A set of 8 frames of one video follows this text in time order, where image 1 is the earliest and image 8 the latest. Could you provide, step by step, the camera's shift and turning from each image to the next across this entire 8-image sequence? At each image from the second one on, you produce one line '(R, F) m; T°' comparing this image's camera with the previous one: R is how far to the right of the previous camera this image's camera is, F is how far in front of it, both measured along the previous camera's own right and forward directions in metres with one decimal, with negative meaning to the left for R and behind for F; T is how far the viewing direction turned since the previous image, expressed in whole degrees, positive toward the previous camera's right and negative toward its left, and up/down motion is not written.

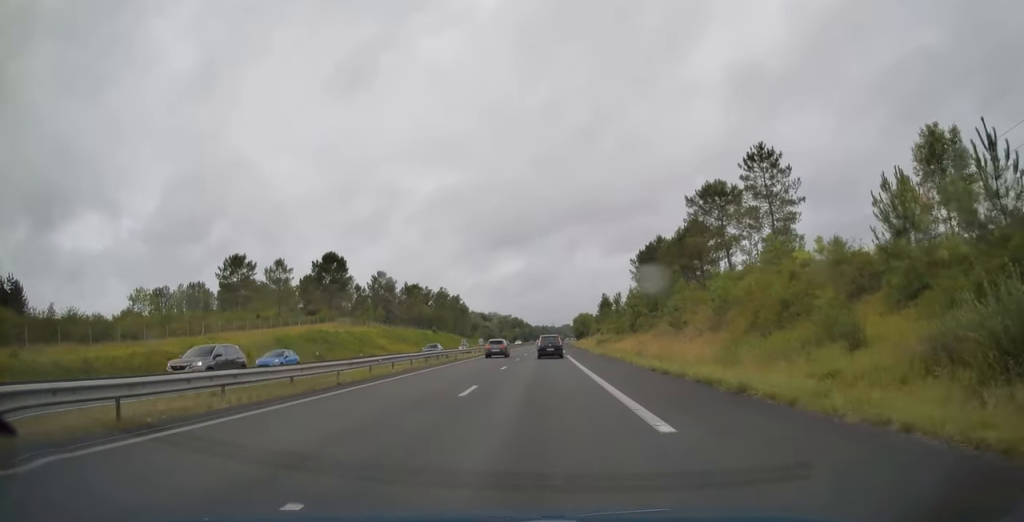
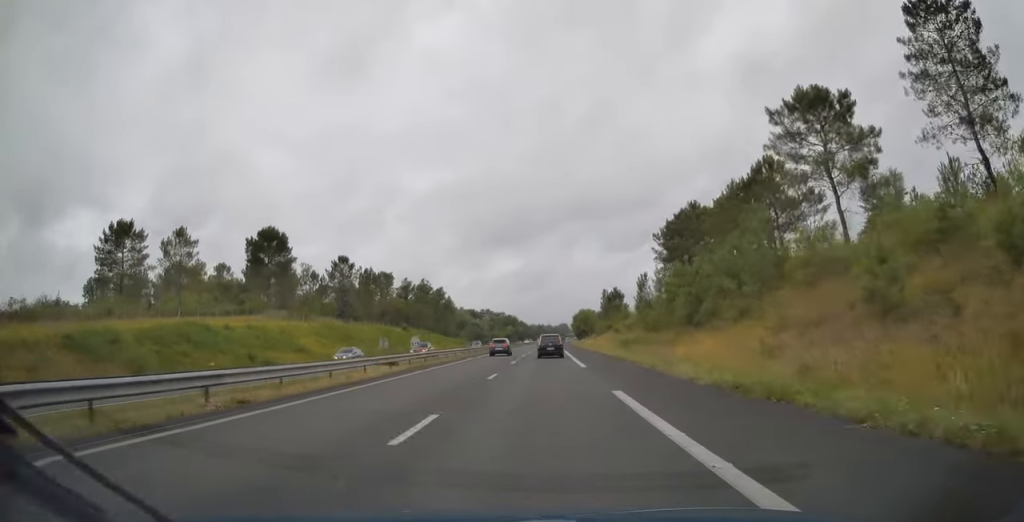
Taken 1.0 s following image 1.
(0.0, +32.8) m; 0°
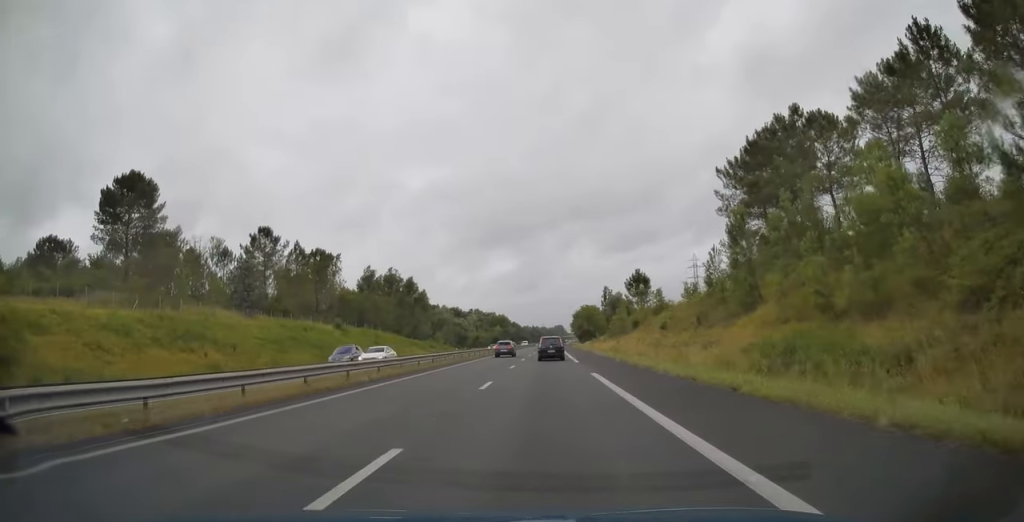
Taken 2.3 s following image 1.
(+0.2, +42.5) m; +1°
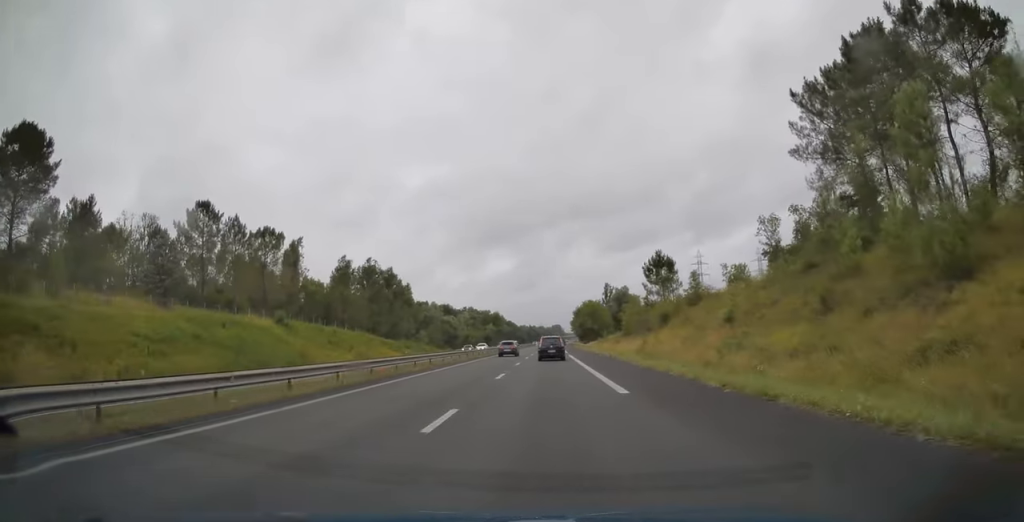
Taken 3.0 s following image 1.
(+0.1, +21.5) m; 0°
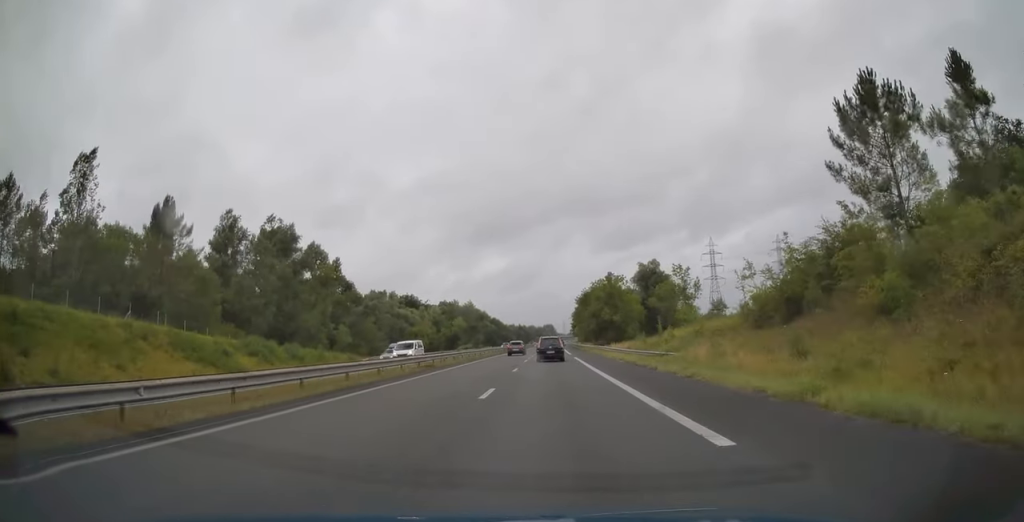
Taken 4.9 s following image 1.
(+0.4, +59.7) m; +1°
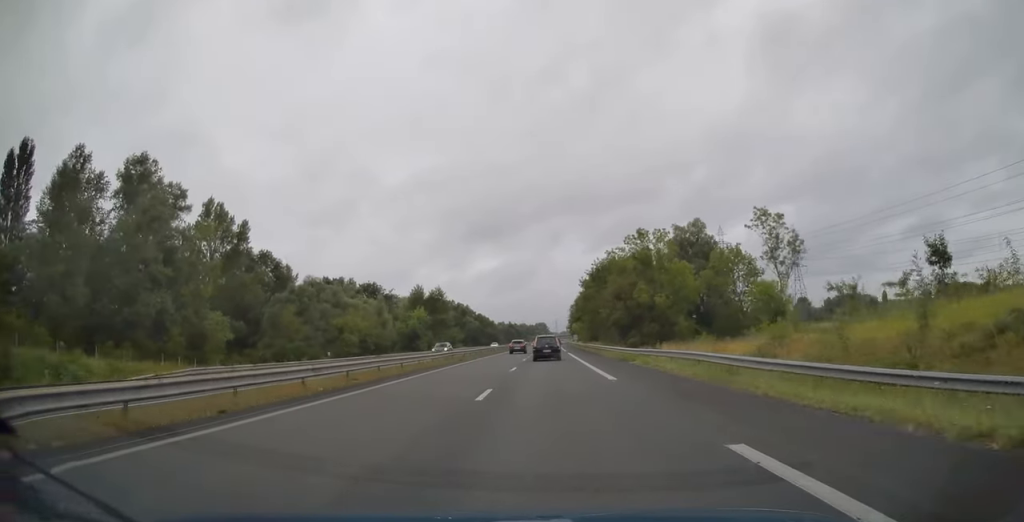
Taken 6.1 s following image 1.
(+0.3, +39.7) m; +1°
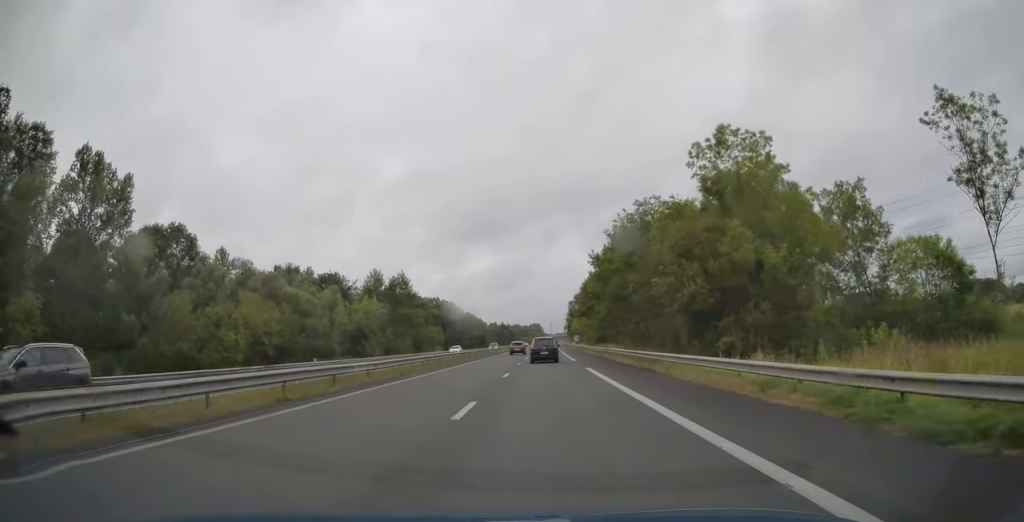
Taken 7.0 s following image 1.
(+0.1, +29.0) m; 0°
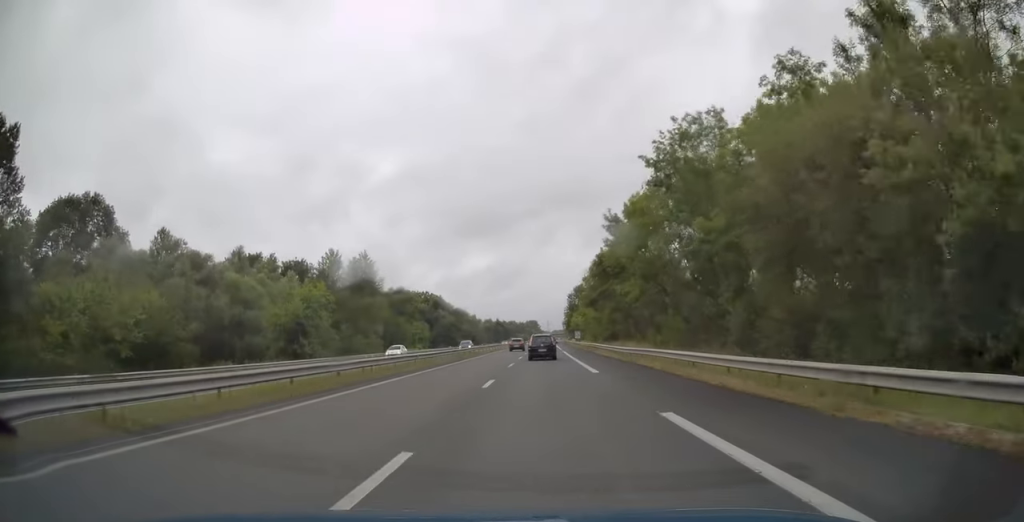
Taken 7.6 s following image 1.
(+0.1, +19.4) m; 0°
